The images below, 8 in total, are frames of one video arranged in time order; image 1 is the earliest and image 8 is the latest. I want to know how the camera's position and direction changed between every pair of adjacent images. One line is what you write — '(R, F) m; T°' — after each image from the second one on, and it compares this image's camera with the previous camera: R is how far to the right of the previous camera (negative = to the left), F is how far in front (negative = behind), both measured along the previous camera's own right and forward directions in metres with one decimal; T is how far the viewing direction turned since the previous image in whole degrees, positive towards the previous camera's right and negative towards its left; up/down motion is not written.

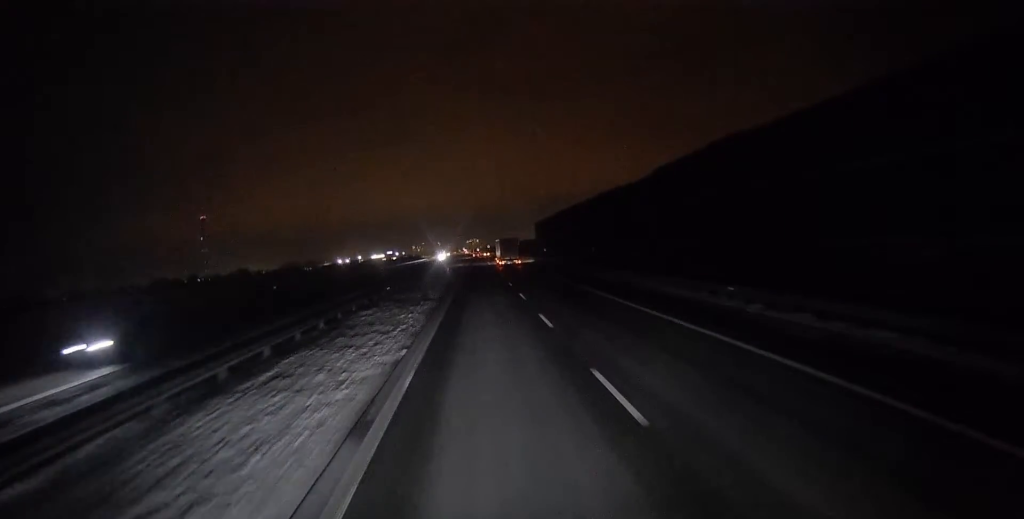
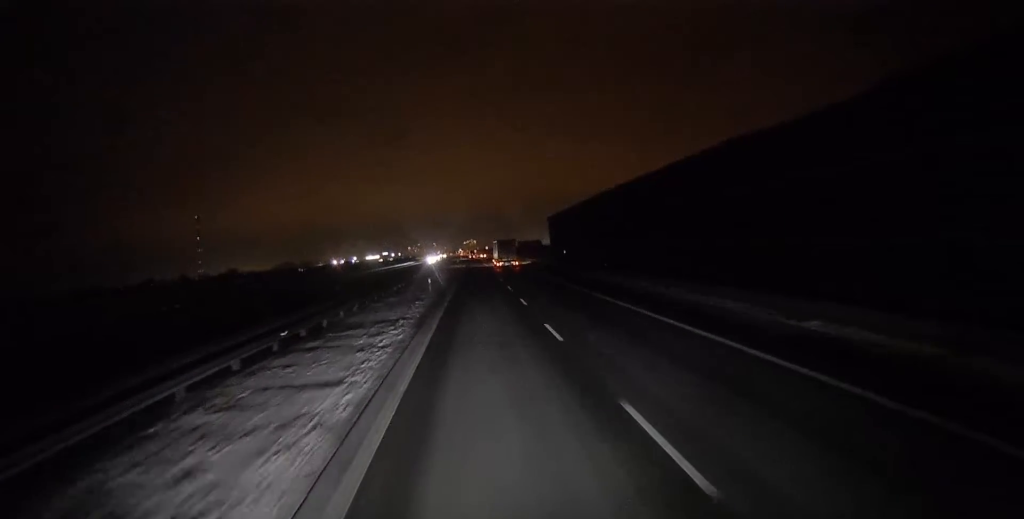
(+0.1, +26.0) m; 0°
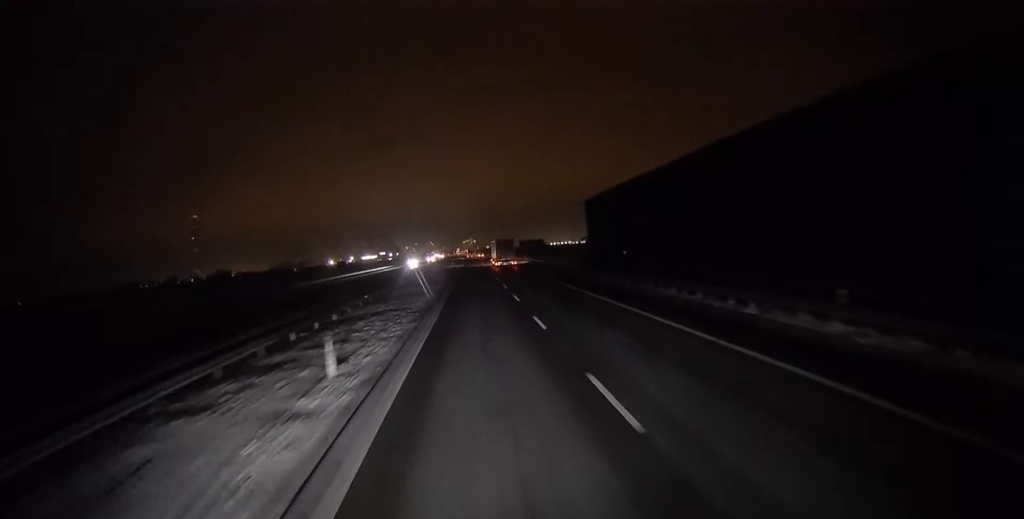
(+0.1, +32.7) m; 0°
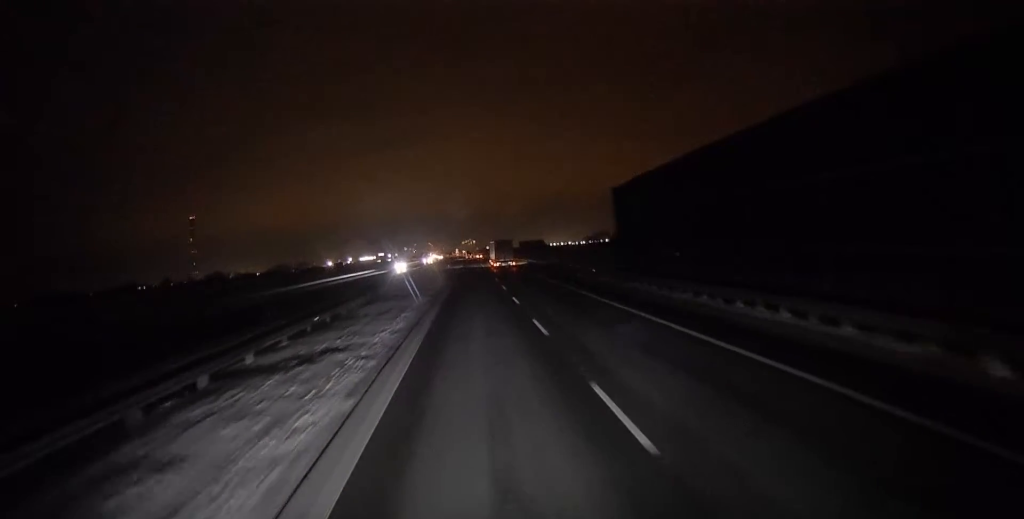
(-0.1, +12.7) m; 0°
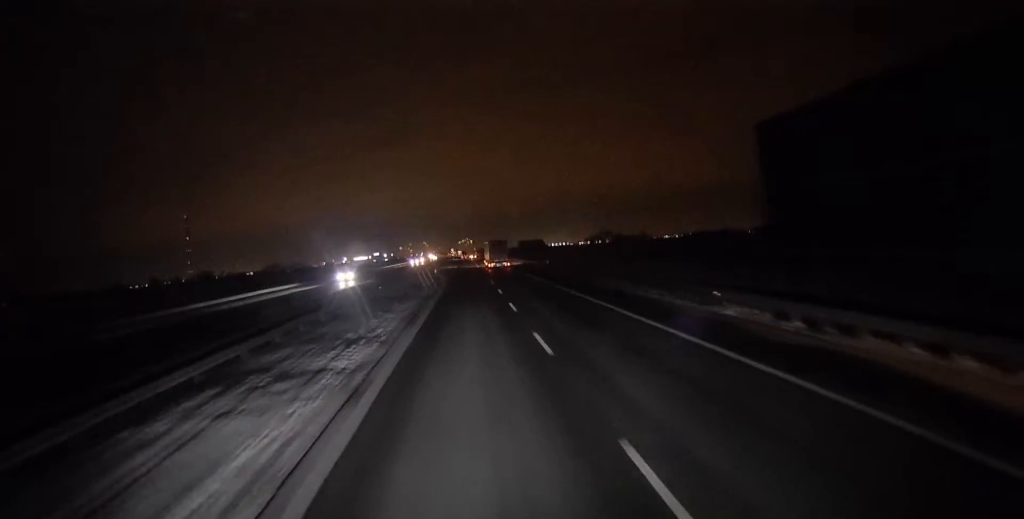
(0.0, +27.3) m; +1°
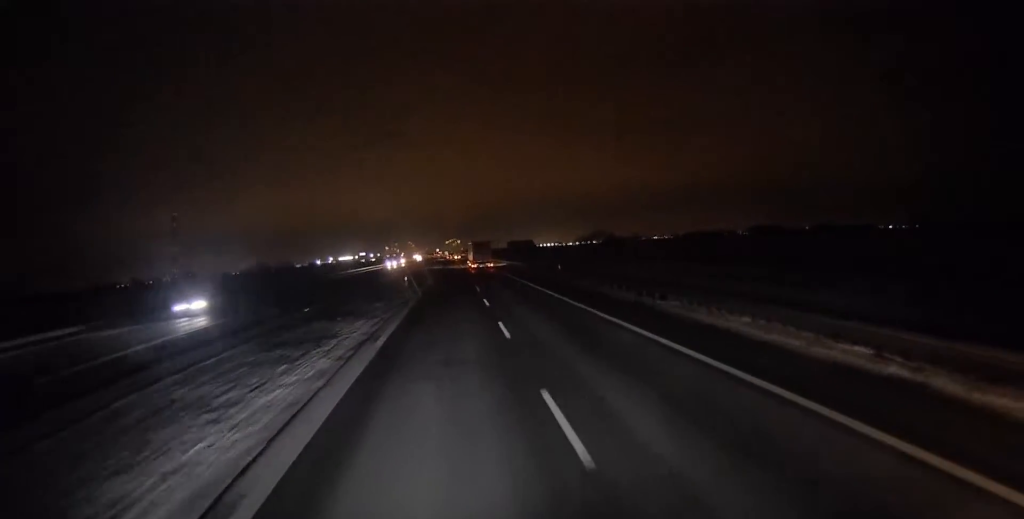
(+0.2, +19.8) m; 0°
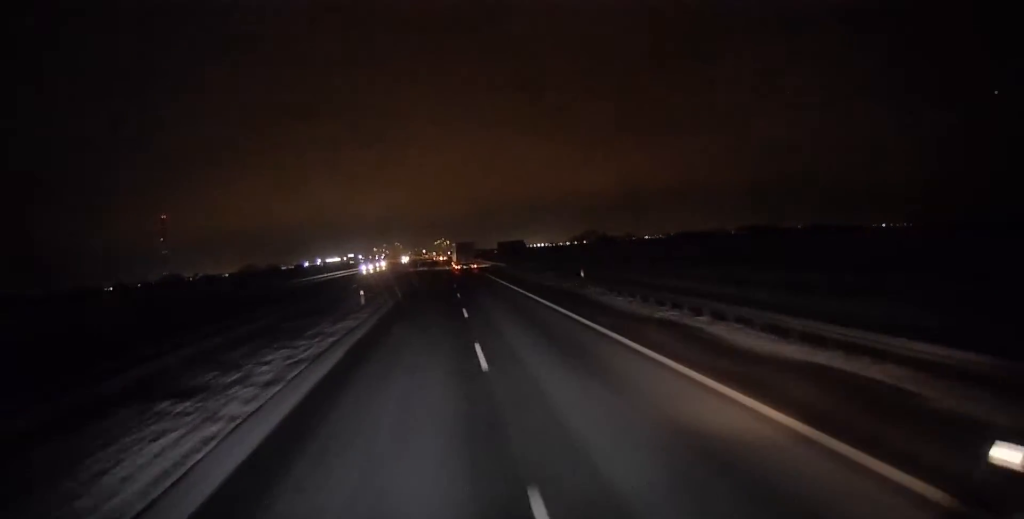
(+0.1, +17.3) m; 0°
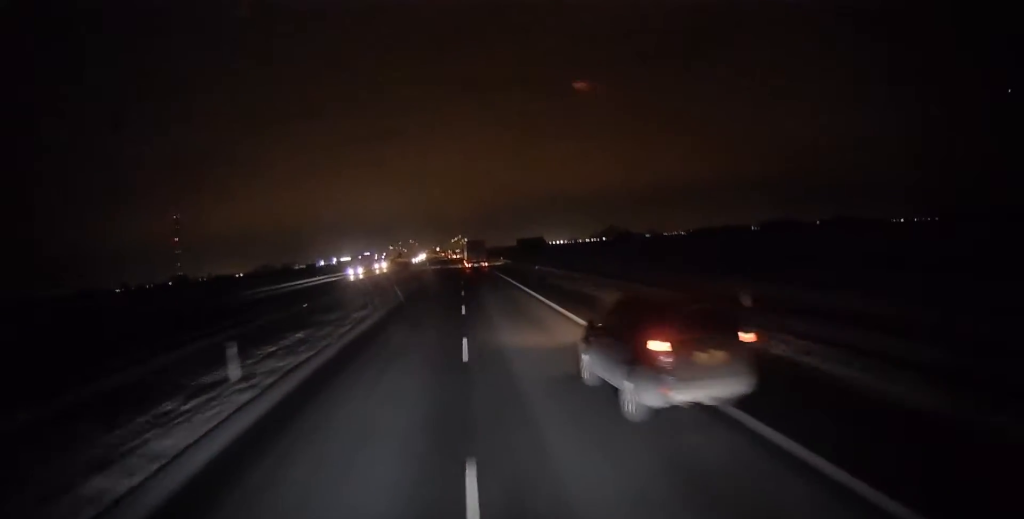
(-0.1, +22.0) m; 0°
